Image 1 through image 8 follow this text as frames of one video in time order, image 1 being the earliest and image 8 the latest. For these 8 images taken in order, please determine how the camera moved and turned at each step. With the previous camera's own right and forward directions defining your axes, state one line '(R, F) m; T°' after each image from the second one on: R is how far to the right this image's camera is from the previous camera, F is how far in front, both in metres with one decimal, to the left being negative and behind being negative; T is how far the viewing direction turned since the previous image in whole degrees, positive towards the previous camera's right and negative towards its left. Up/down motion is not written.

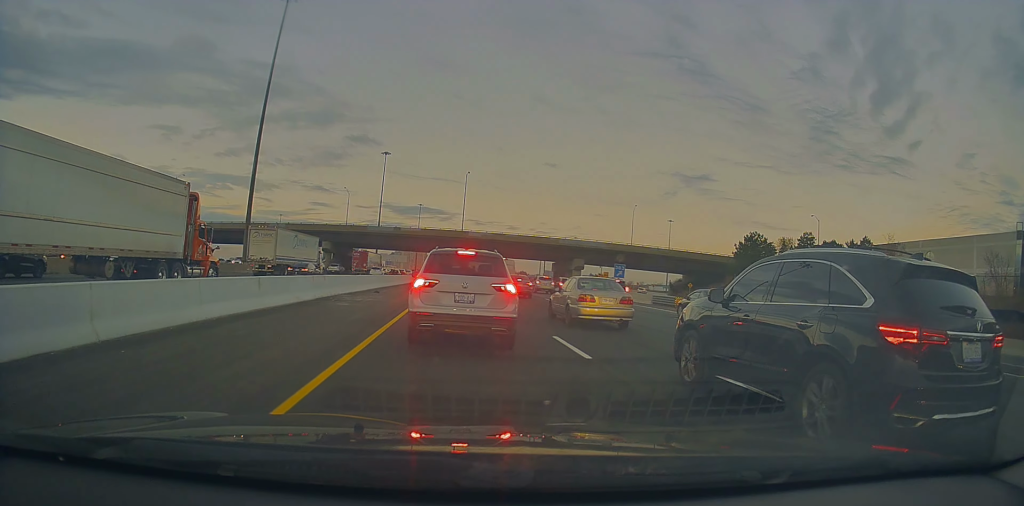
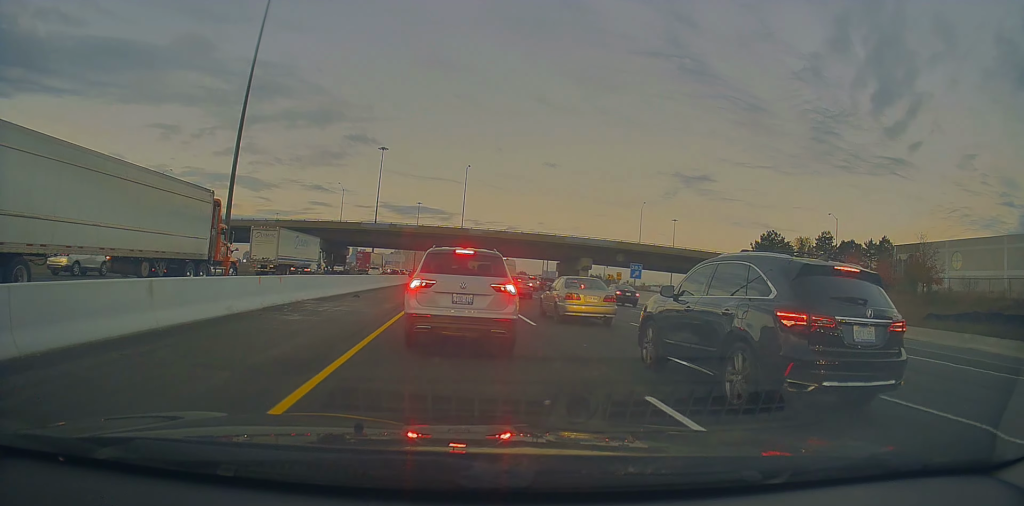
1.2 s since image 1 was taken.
(-0.5, +6.0) m; 0°
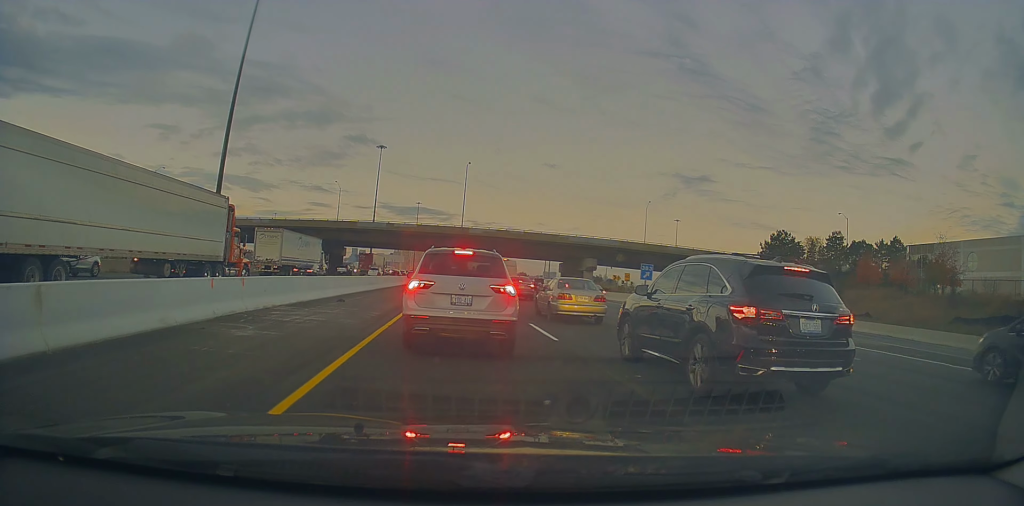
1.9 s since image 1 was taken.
(+0.3, +3.1) m; +4°
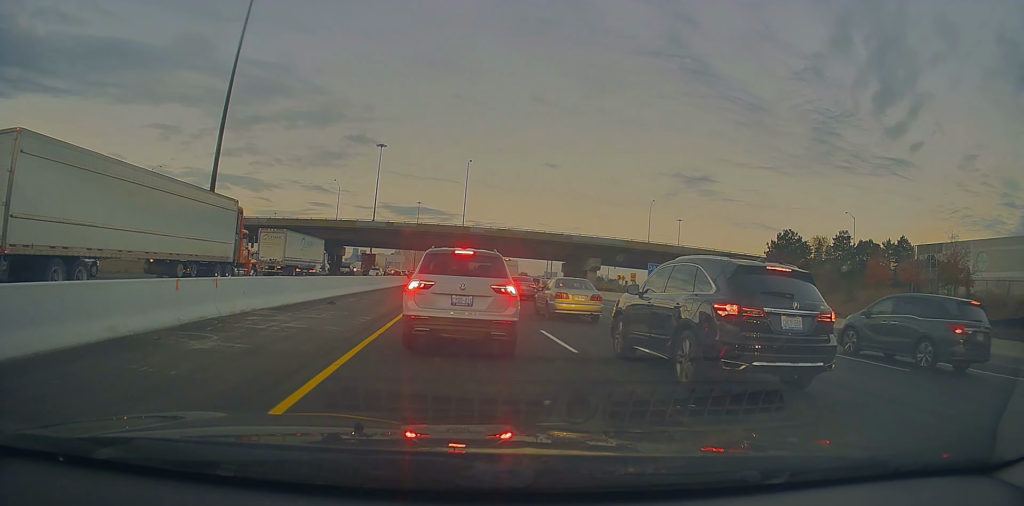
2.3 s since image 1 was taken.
(0.0, +1.7) m; 0°
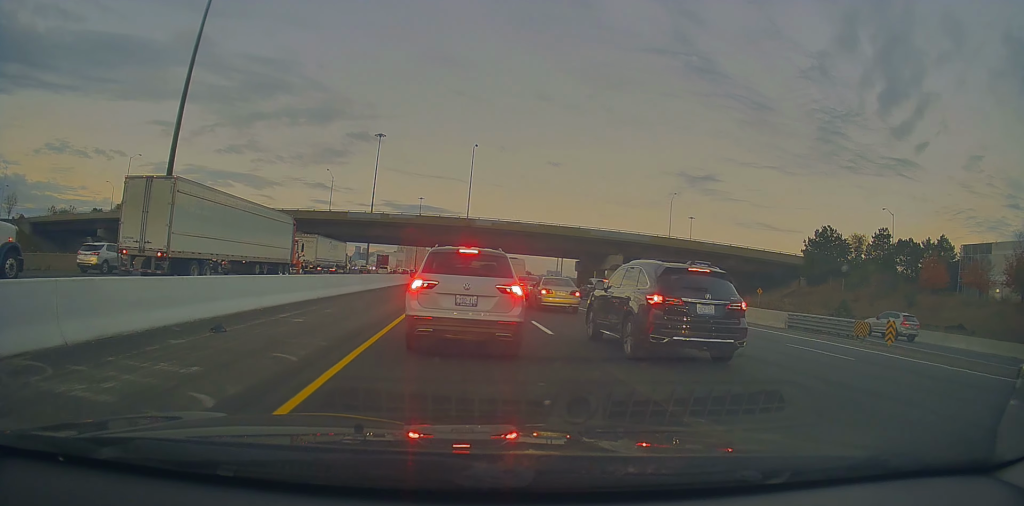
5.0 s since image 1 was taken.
(+0.1, +9.7) m; +4°
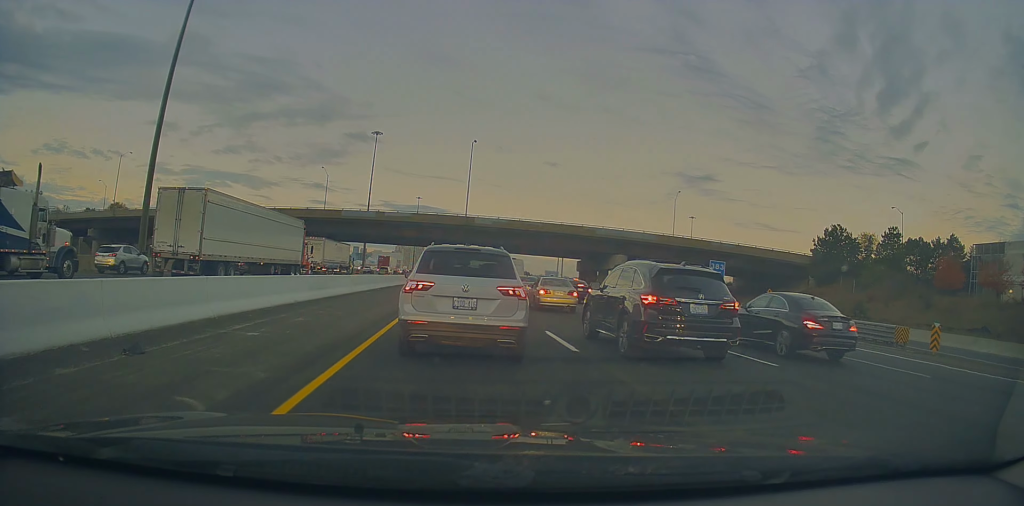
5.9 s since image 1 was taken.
(0.0, +2.8) m; -5°
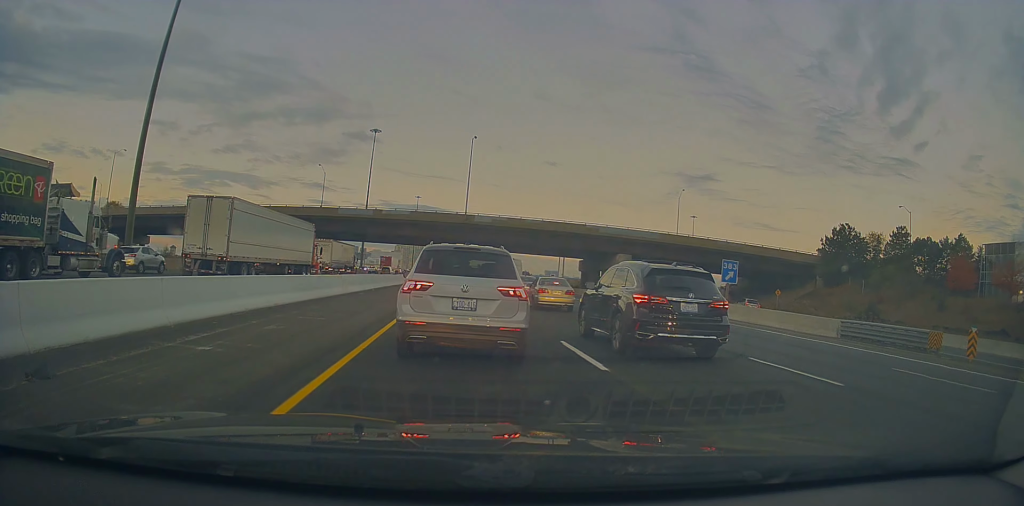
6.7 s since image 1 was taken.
(-0.2, +2.0) m; -3°
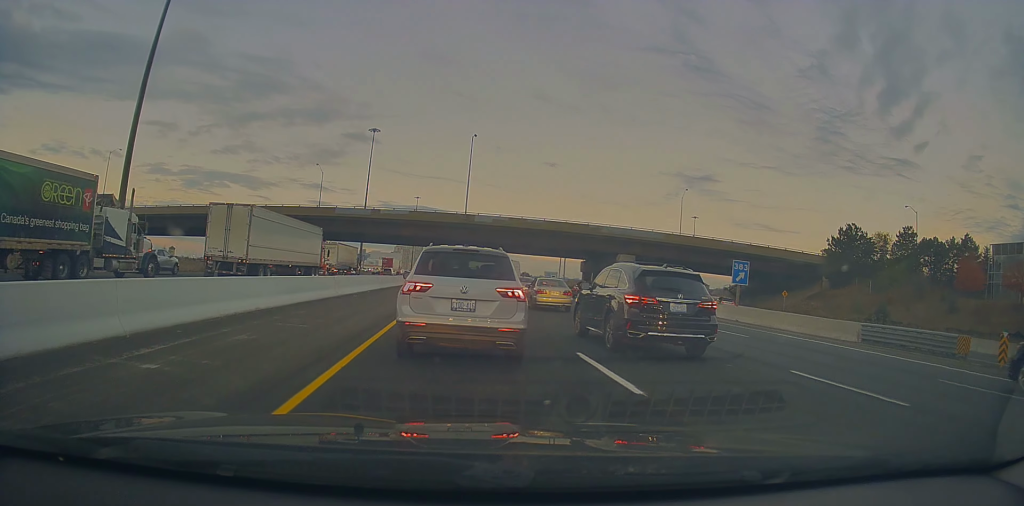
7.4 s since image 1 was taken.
(0.0, +1.6) m; 0°
